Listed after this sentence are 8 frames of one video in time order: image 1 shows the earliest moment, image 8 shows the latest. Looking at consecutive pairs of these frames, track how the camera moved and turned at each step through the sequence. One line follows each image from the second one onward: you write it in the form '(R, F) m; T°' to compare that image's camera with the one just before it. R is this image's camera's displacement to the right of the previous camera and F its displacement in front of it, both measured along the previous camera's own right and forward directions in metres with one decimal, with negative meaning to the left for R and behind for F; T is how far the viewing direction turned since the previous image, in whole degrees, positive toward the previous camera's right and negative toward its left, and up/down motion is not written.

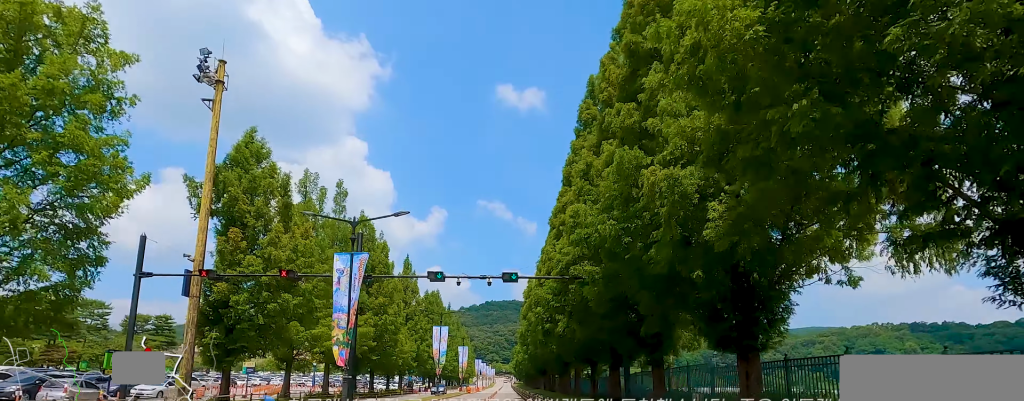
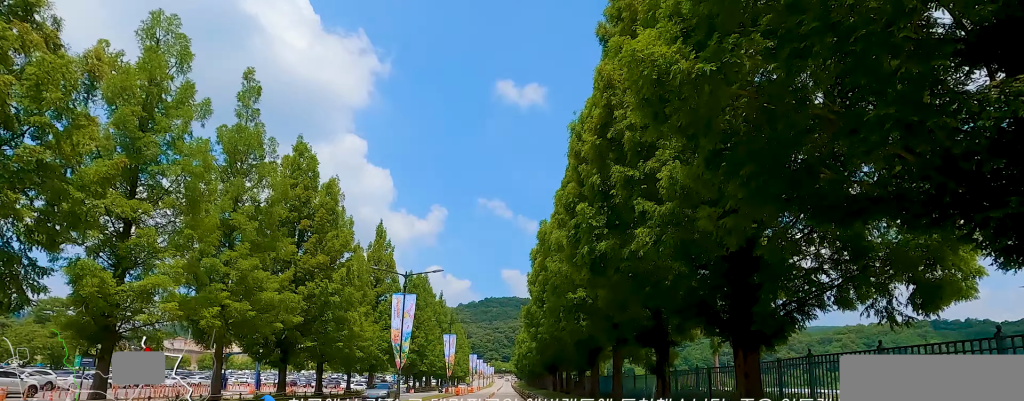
(+1.4, +18.3) m; 0°
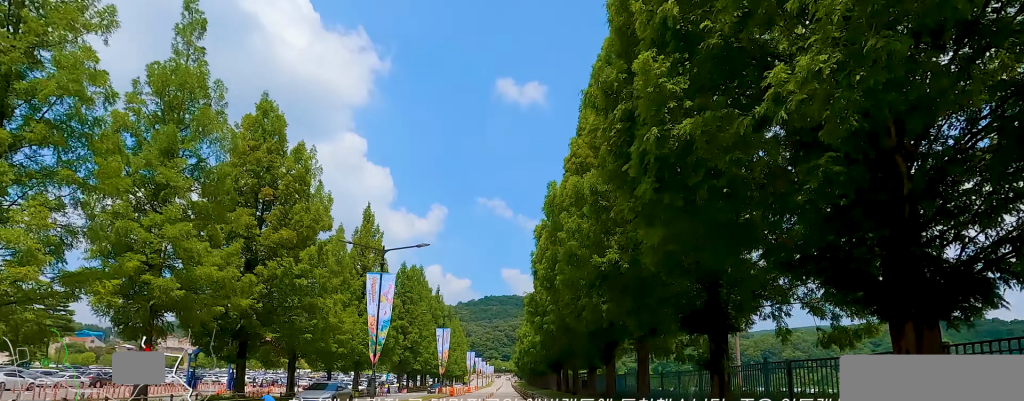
(-0.7, +6.1) m; -2°
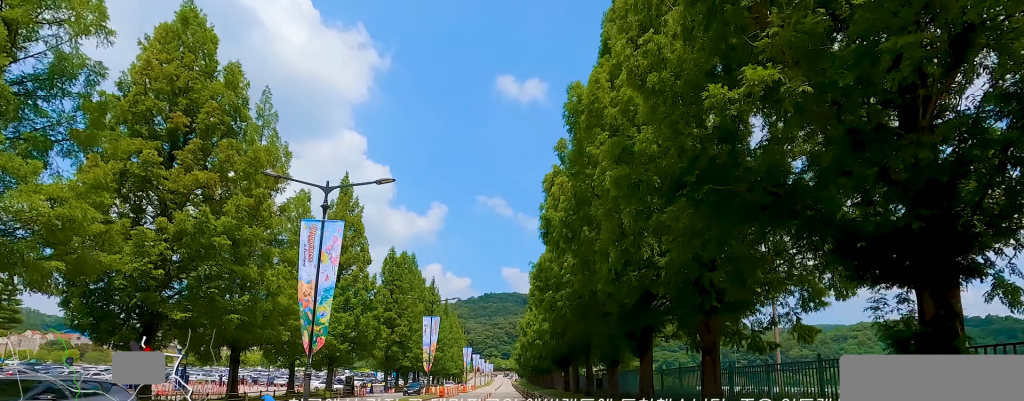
(-0.2, +8.5) m; 0°
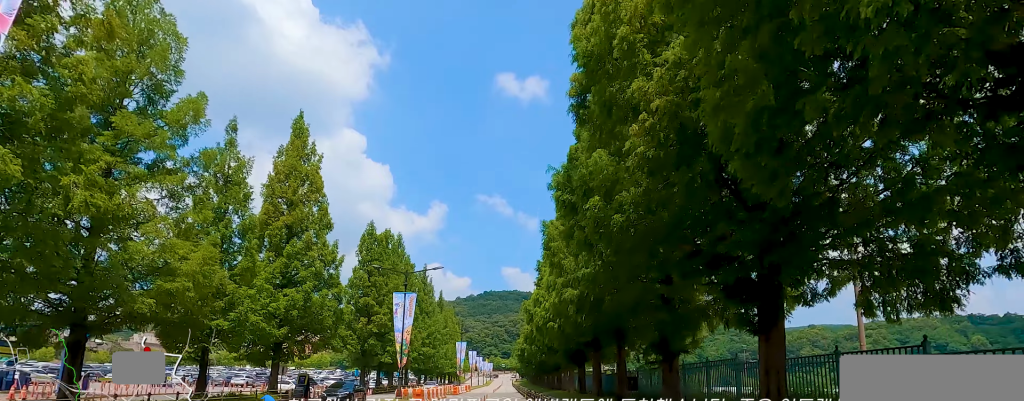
(+0.5, +12.3) m; +3°
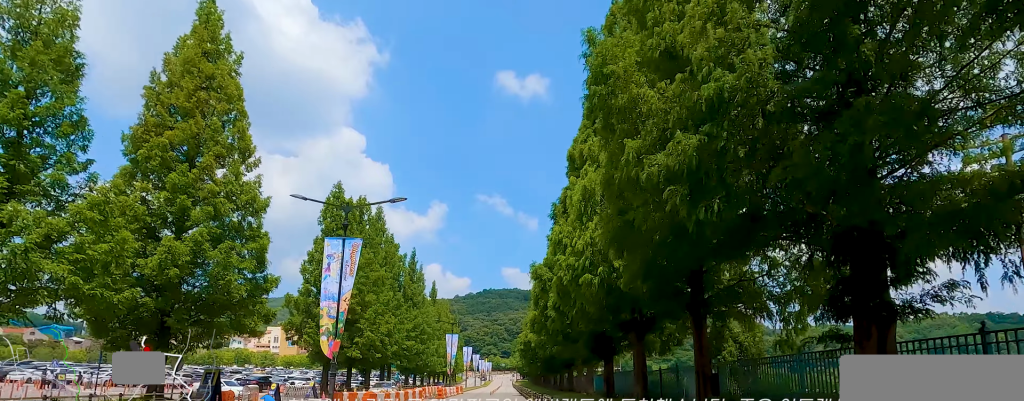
(0.0, +13.5) m; 0°
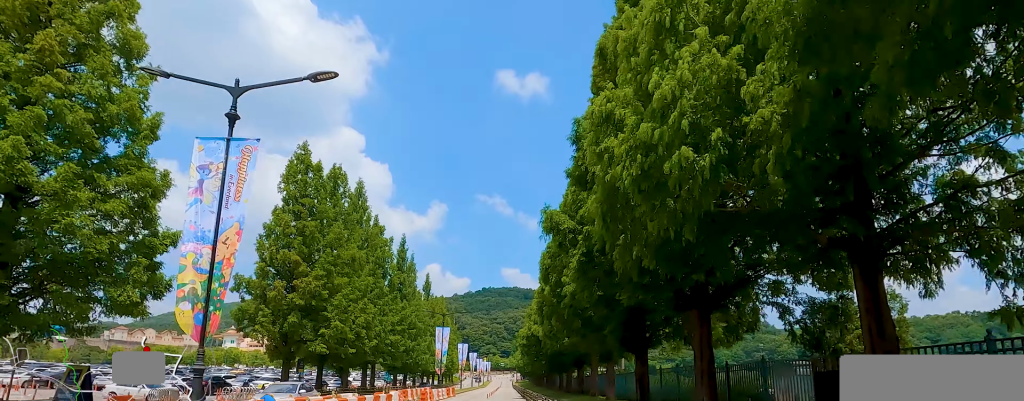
(0.0, +9.4) m; 0°
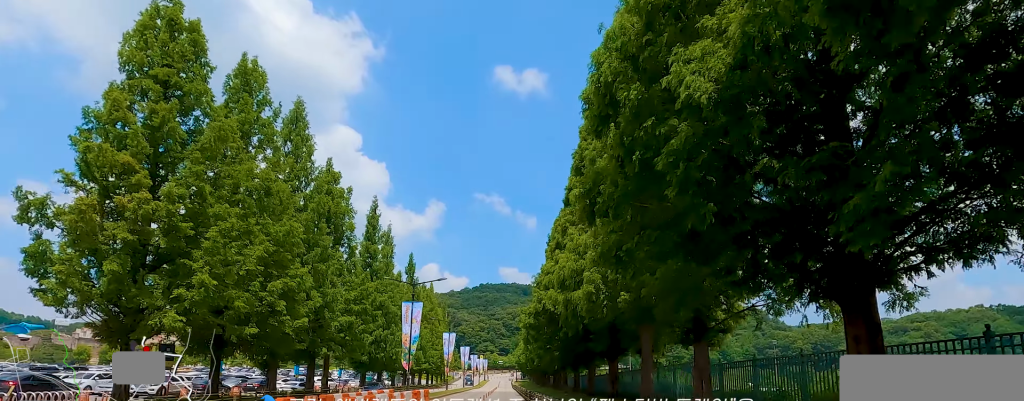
(0.0, +17.7) m; -4°
